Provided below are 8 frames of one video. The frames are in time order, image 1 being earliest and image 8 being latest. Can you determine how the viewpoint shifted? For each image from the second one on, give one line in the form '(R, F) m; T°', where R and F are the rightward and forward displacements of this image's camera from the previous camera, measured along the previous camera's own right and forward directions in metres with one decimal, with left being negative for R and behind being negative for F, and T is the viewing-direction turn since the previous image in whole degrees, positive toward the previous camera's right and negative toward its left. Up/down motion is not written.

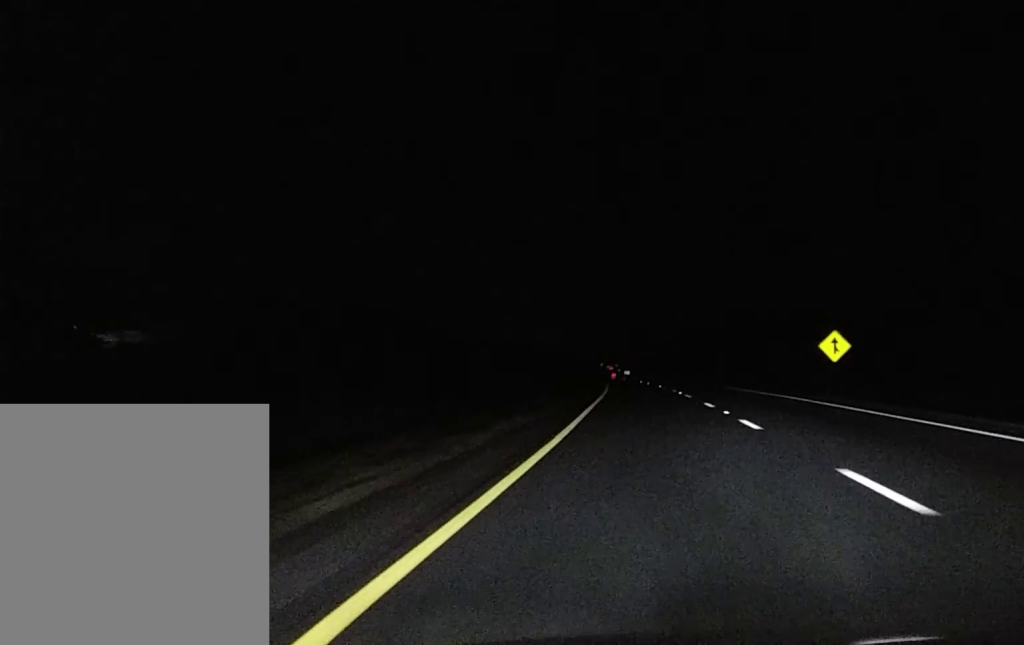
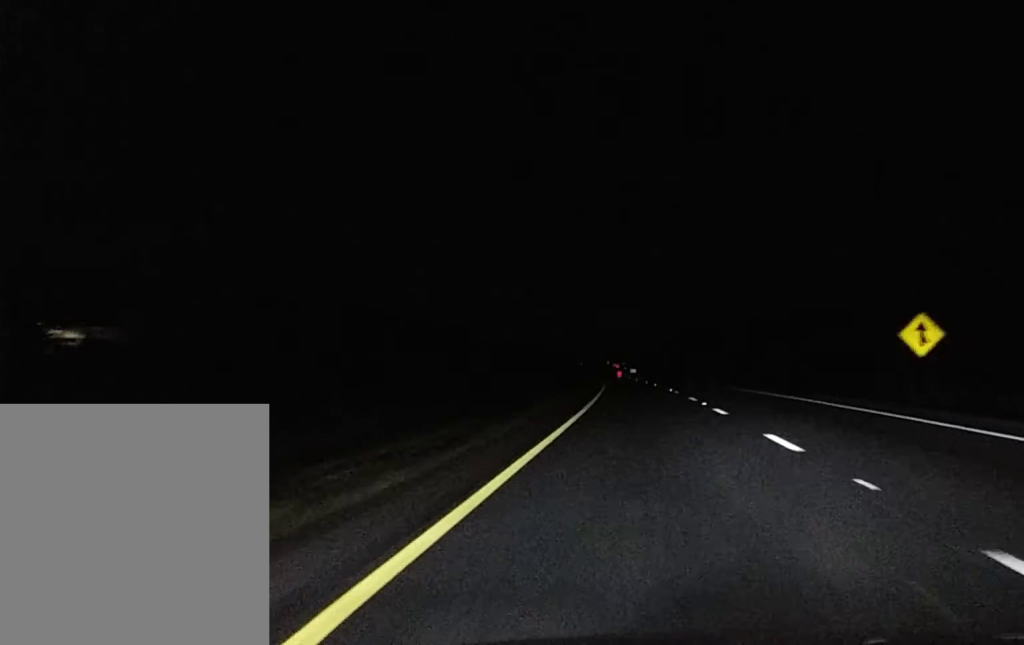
(0.0, +17.0) m; 0°
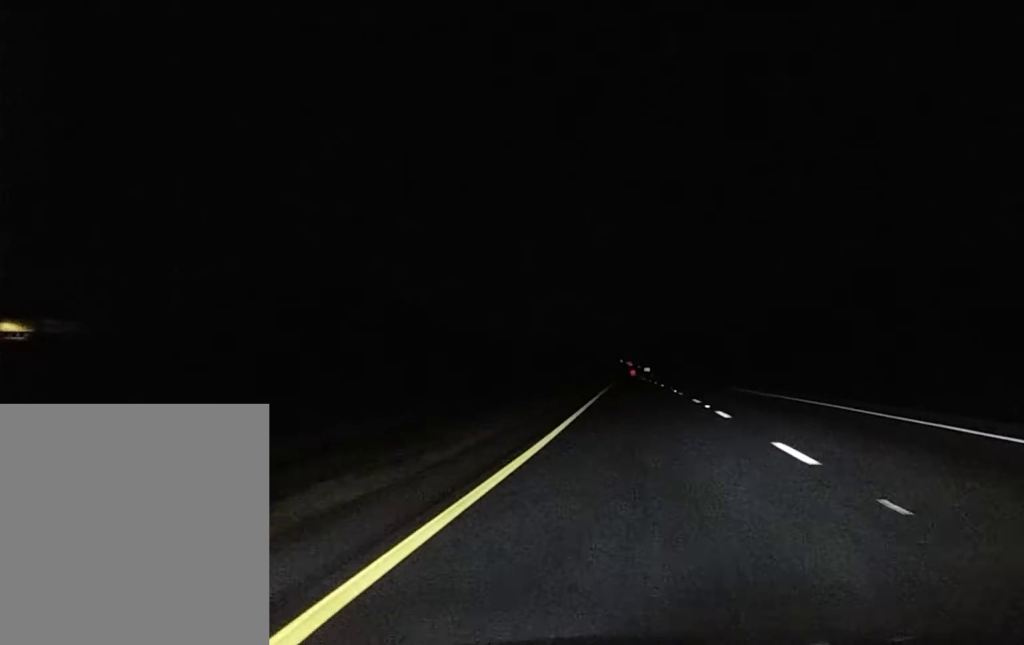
(-0.1, +25.2) m; 0°
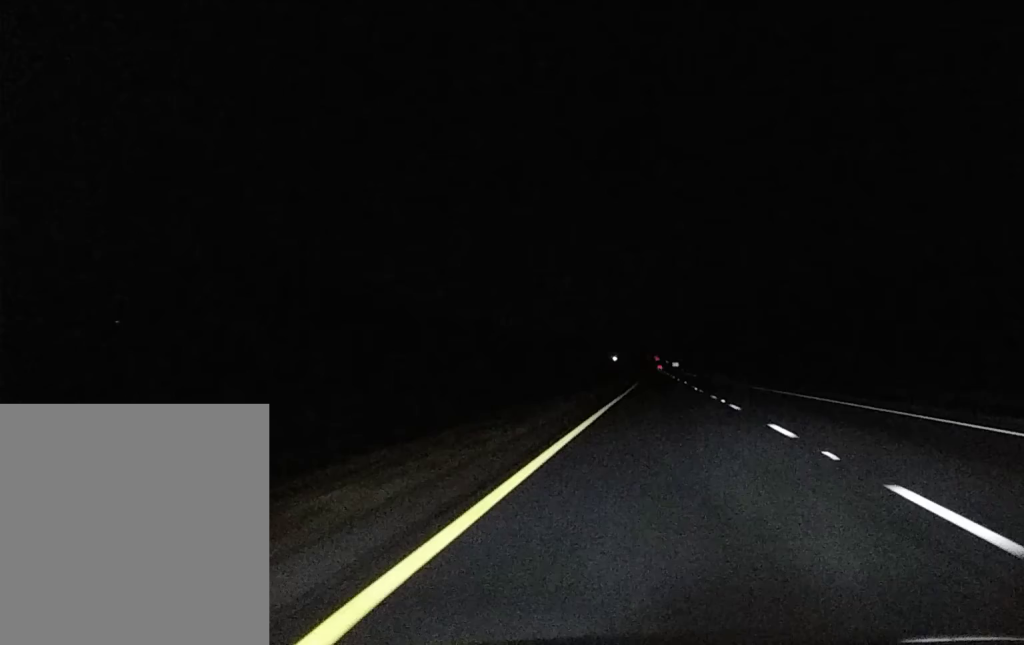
(-0.4, +58.2) m; 0°
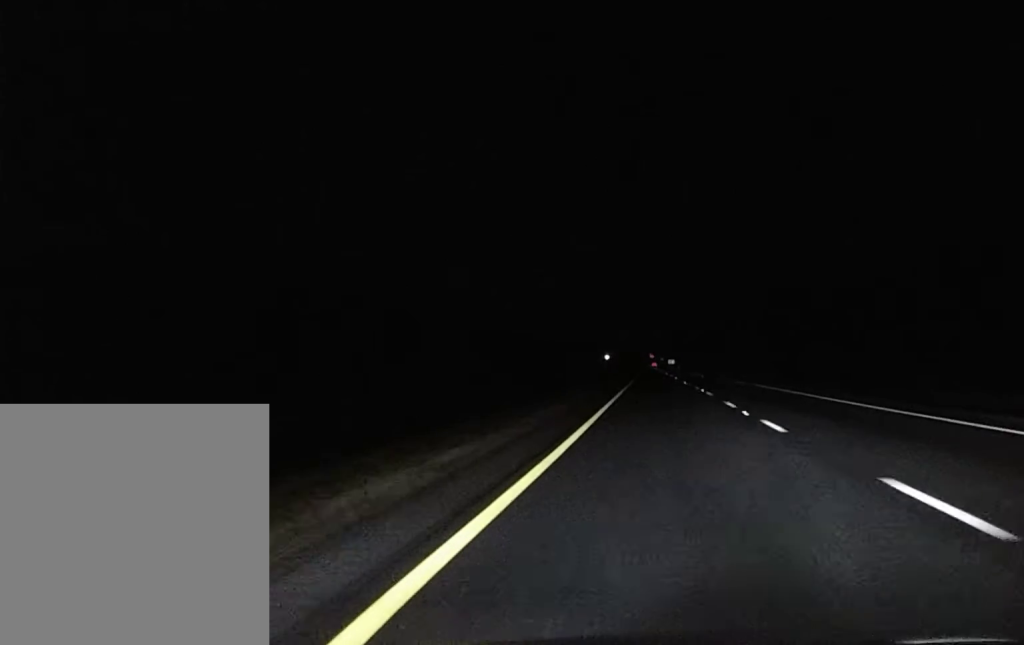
(0.0, +26.6) m; 0°
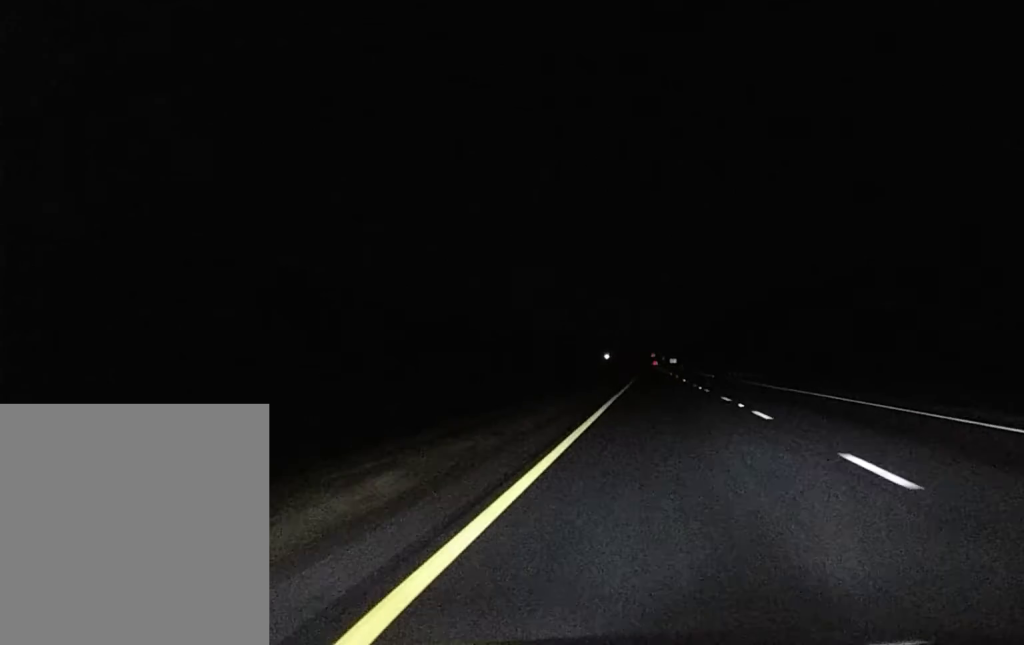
(0.0, +19.2) m; 0°
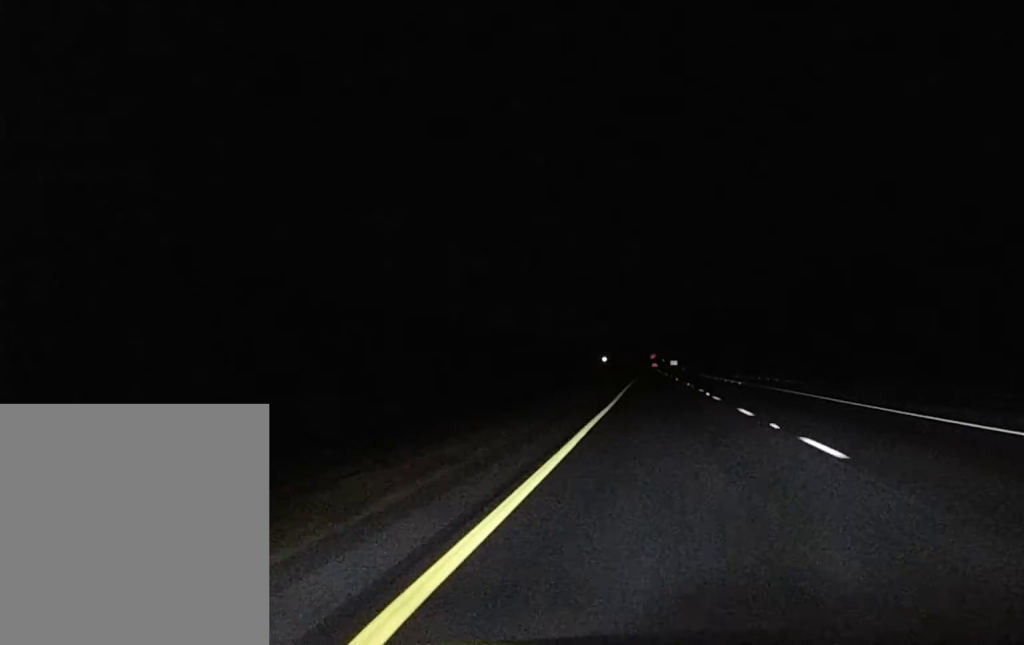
(-0.1, +28.0) m; 0°
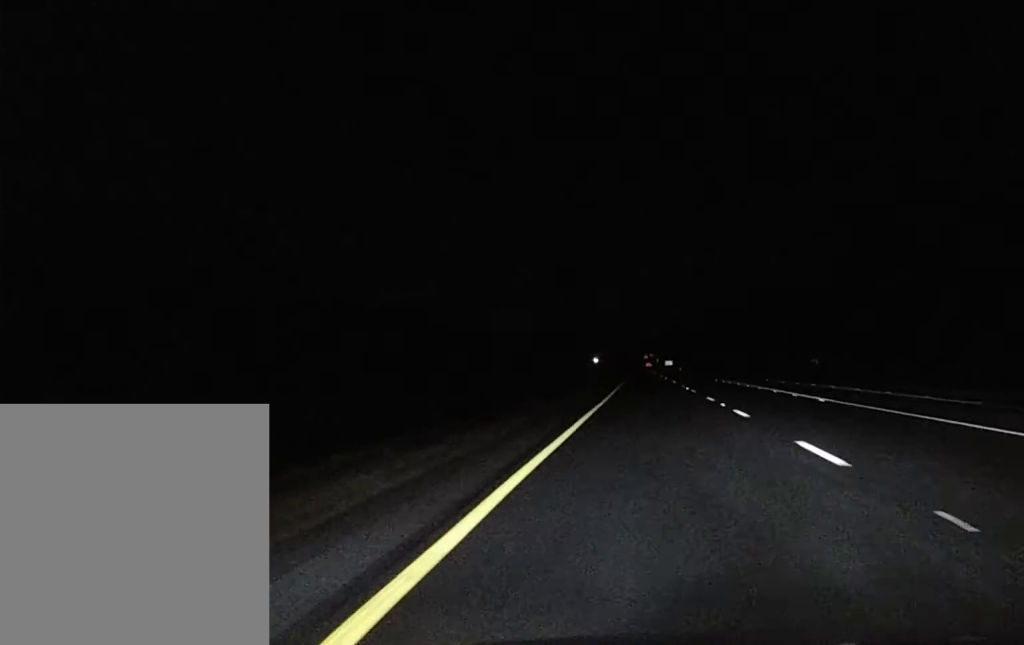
(+0.2, +43.0) m; 0°
